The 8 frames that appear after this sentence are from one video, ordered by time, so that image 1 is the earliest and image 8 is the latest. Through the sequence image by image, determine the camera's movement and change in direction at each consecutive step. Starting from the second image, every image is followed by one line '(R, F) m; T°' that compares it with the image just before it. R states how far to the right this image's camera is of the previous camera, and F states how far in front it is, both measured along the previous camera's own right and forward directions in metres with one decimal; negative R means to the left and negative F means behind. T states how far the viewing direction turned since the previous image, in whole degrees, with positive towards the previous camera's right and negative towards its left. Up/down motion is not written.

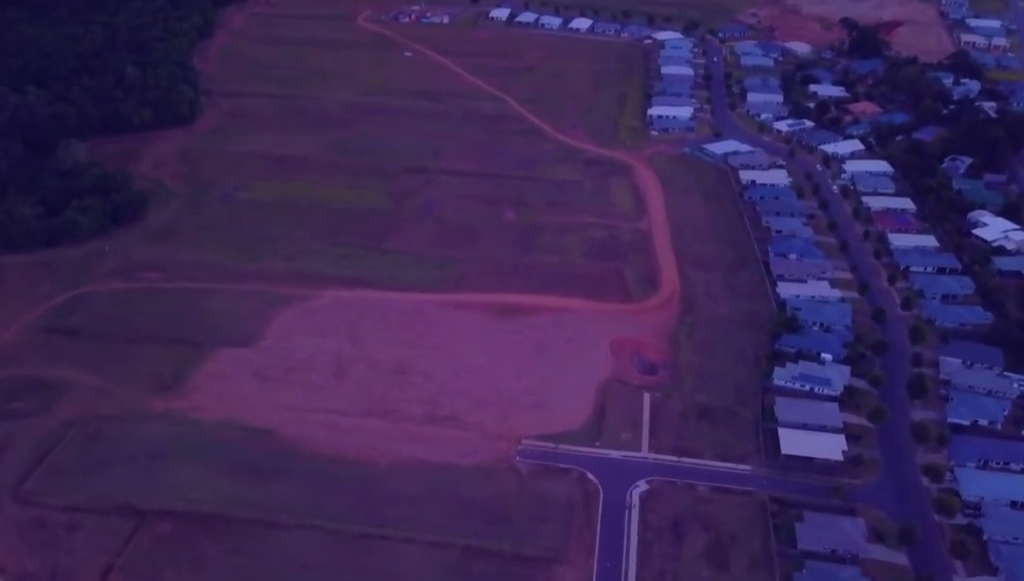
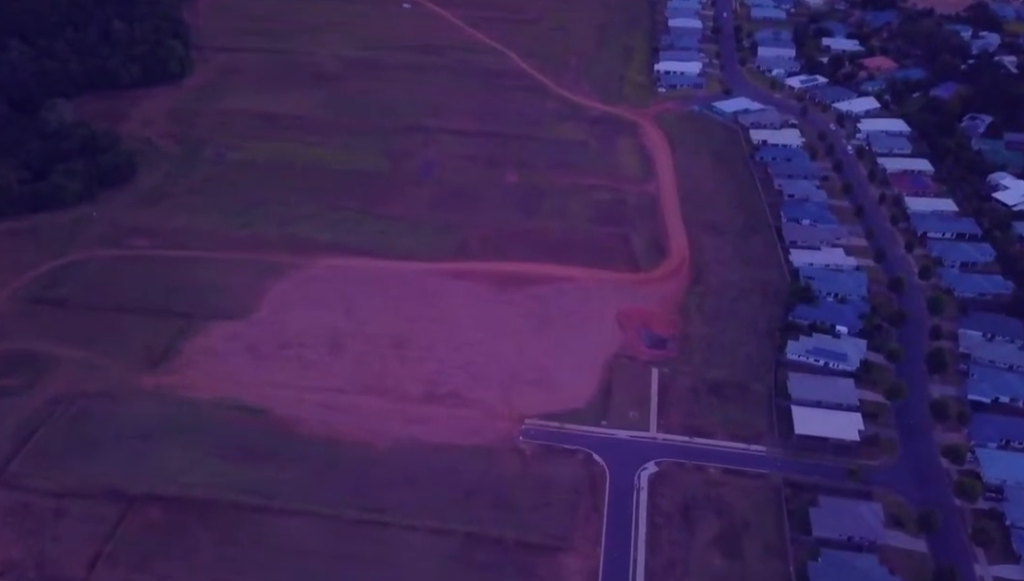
(0.0, +11.9) m; 0°
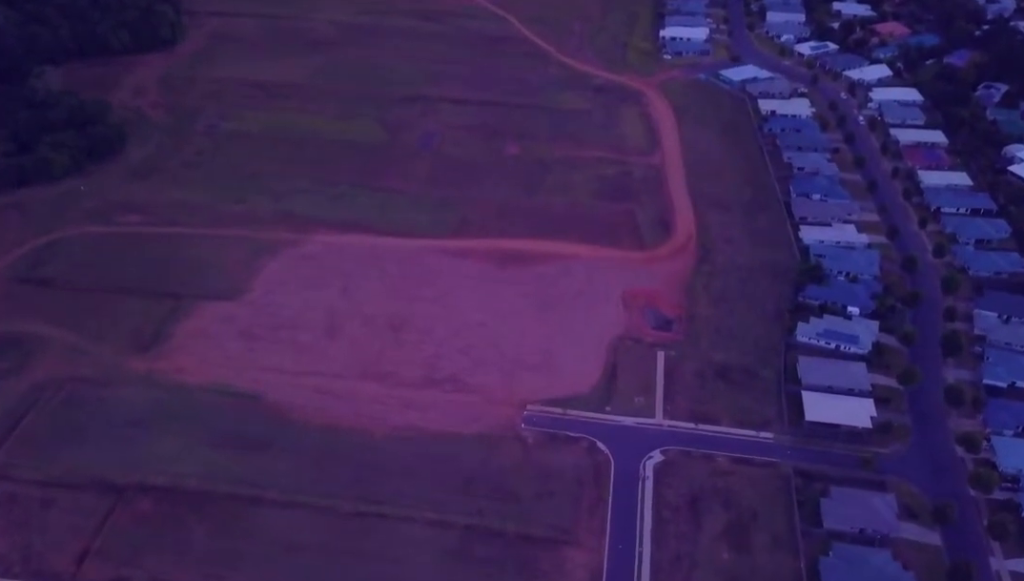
(0.0, +9.1) m; 0°
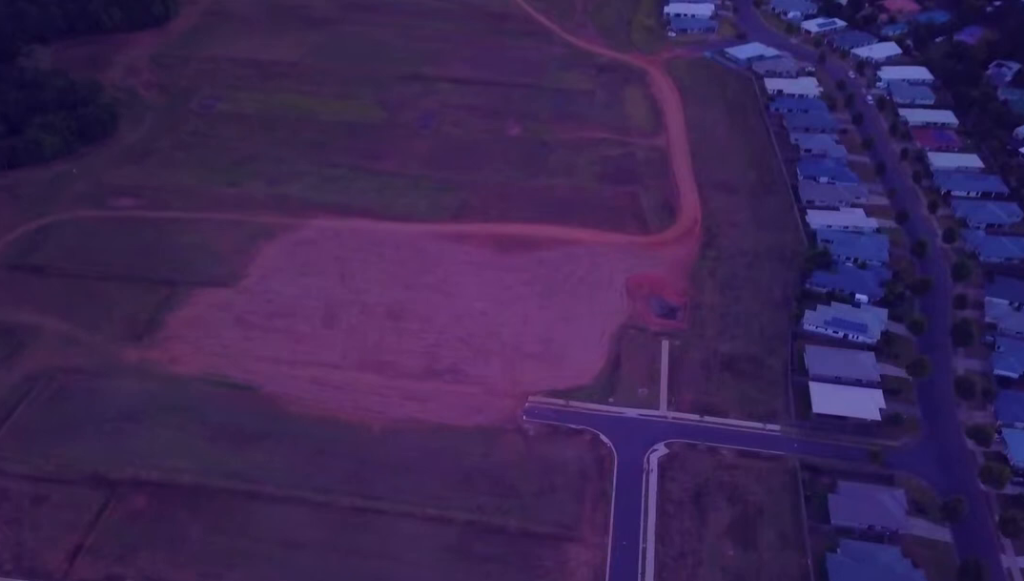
(0.0, +6.2) m; 0°
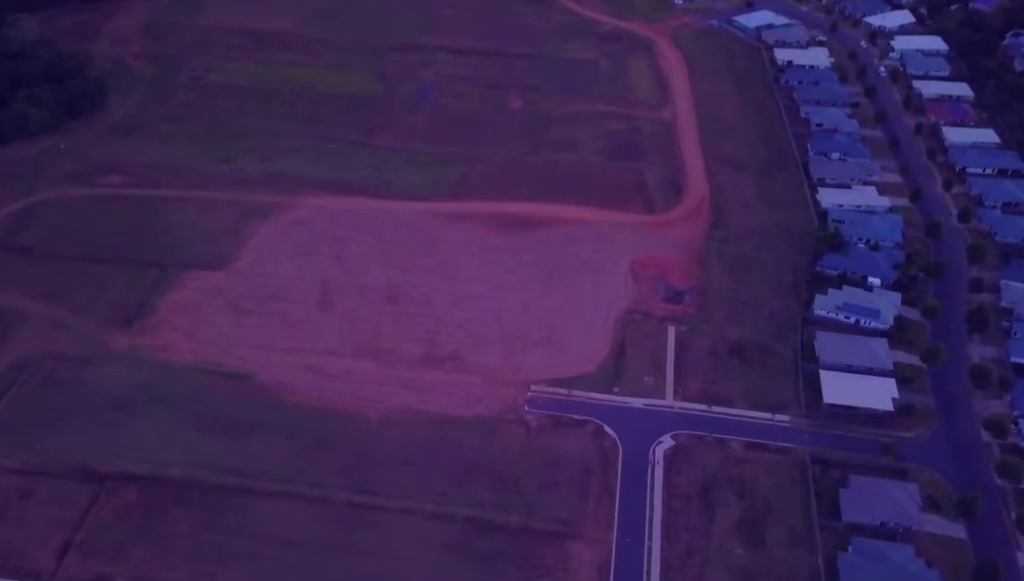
(0.0, +9.0) m; 0°
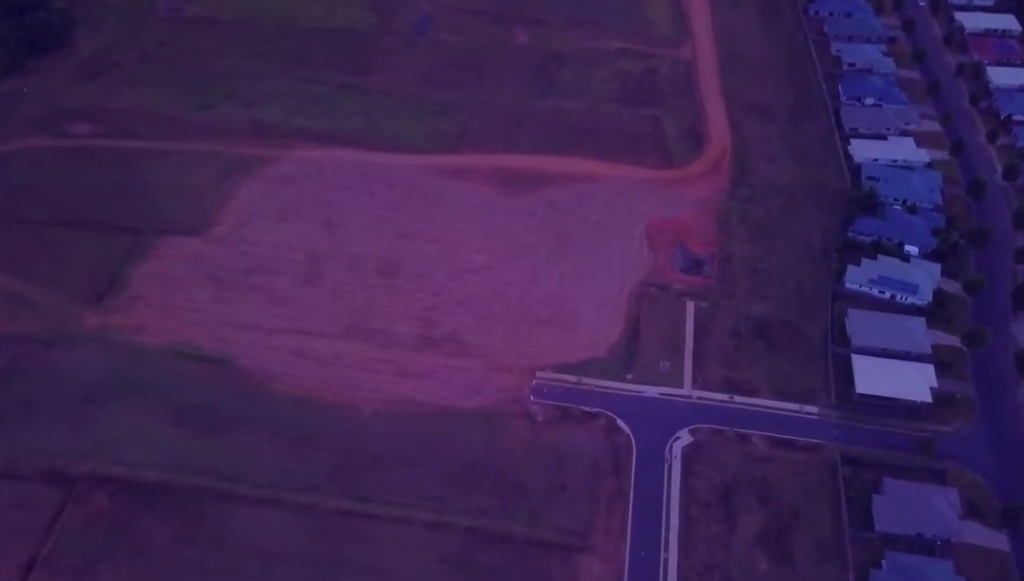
(0.0, +25.4) m; 0°
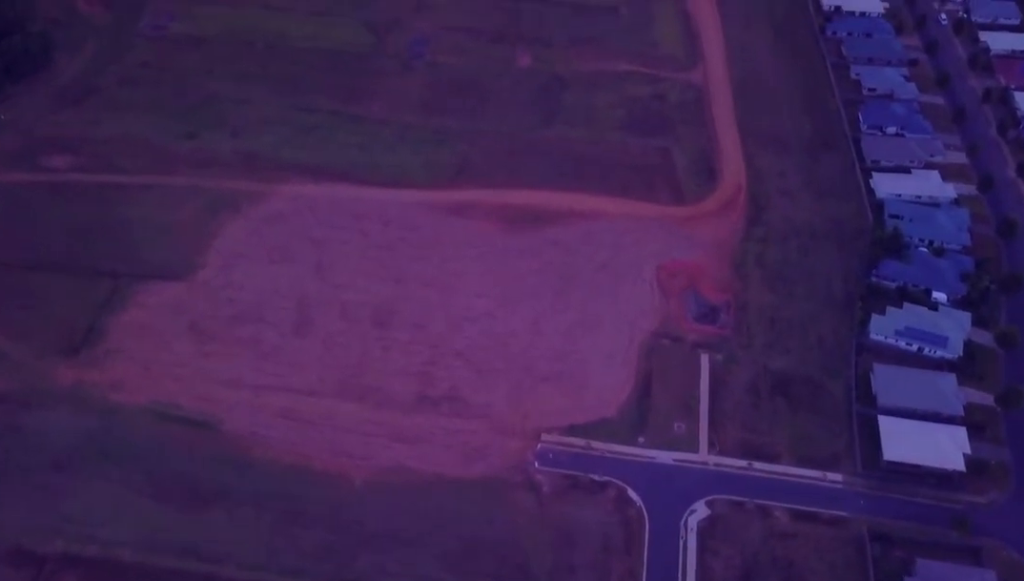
(0.0, +19.2) m; 0°
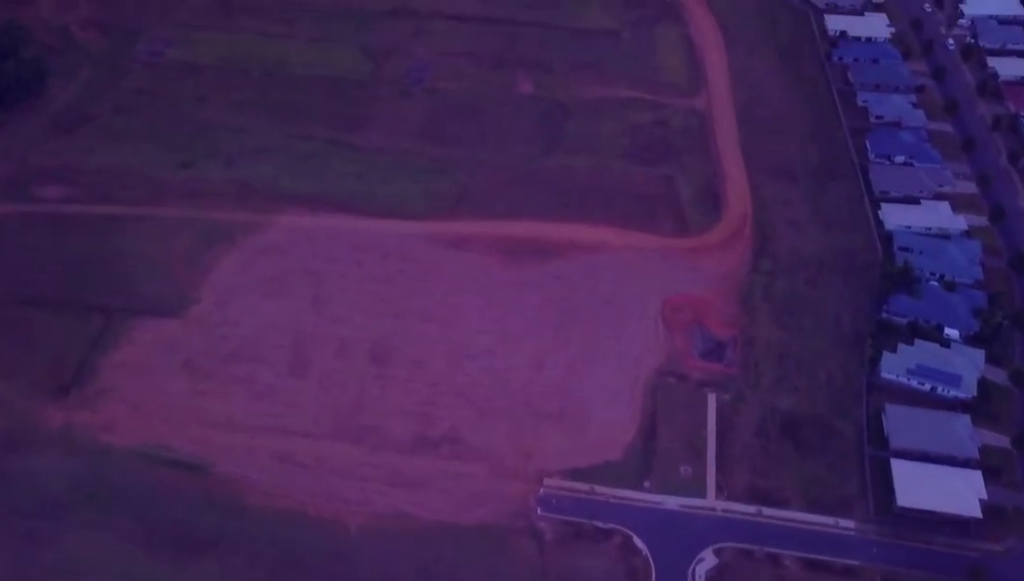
(0.0, +7.9) m; 0°
